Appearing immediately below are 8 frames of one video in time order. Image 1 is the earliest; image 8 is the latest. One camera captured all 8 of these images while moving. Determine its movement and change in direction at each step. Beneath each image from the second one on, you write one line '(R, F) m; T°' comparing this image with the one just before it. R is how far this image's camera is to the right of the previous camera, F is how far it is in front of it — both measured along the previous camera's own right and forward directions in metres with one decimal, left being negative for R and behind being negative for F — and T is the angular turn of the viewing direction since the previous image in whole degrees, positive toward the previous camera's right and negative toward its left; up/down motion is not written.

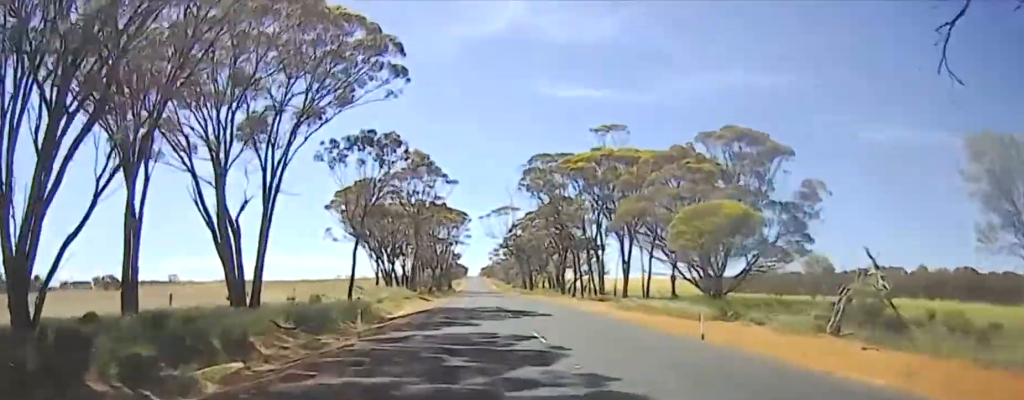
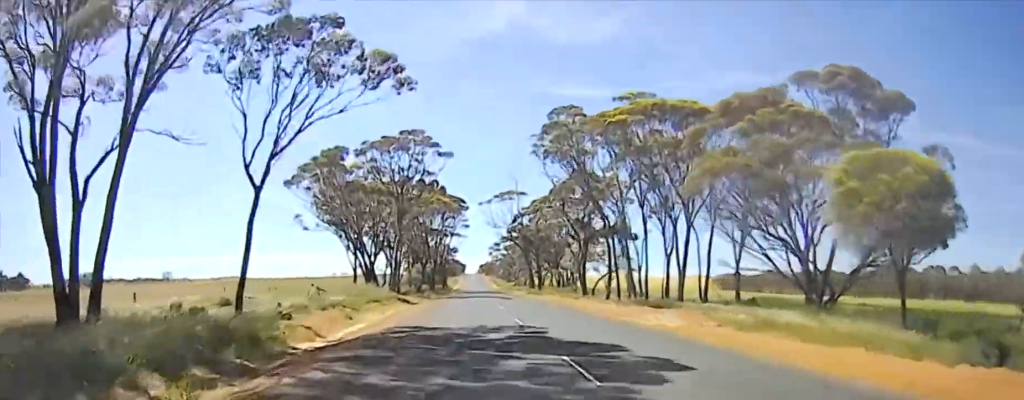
(0.0, +18.8) m; 0°
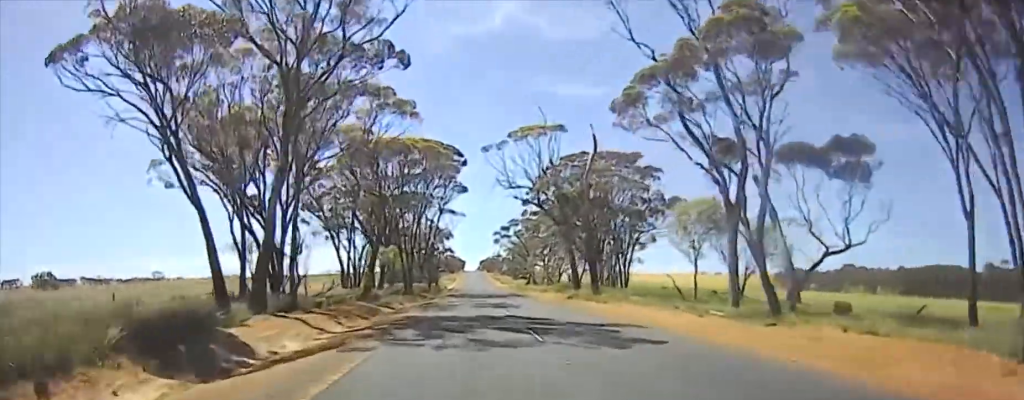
(-0.1, +45.3) m; -1°
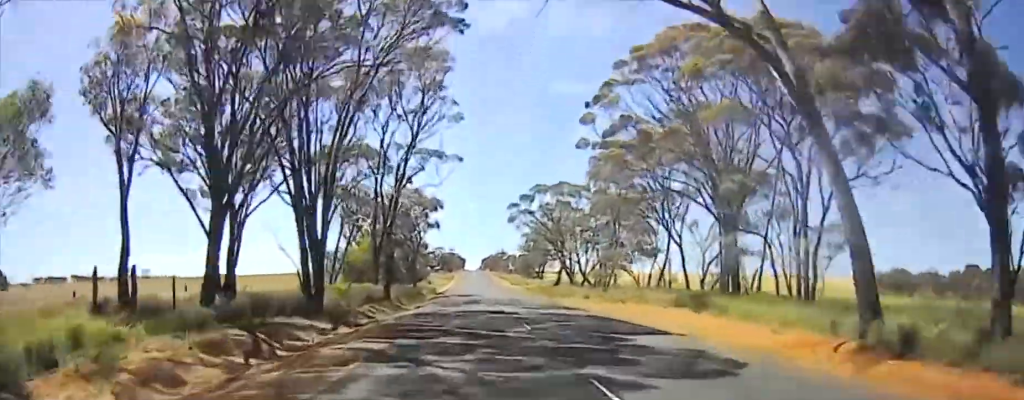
(-1.3, +51.6) m; -2°
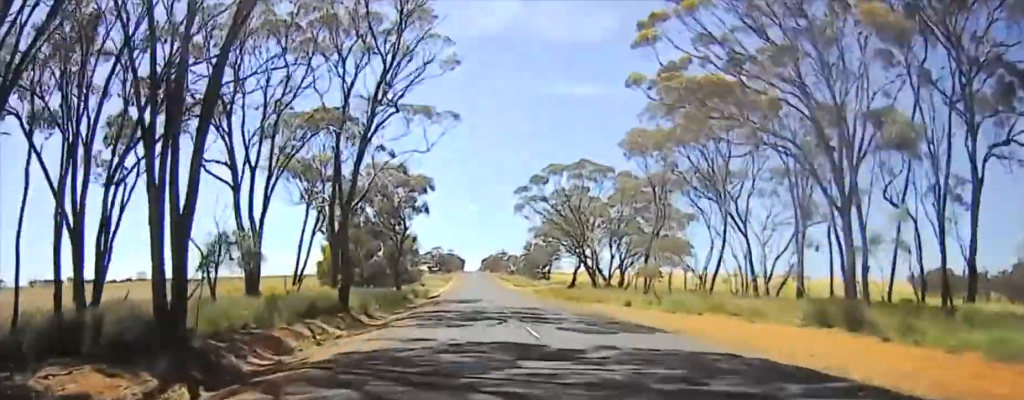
(+0.1, +16.5) m; +1°
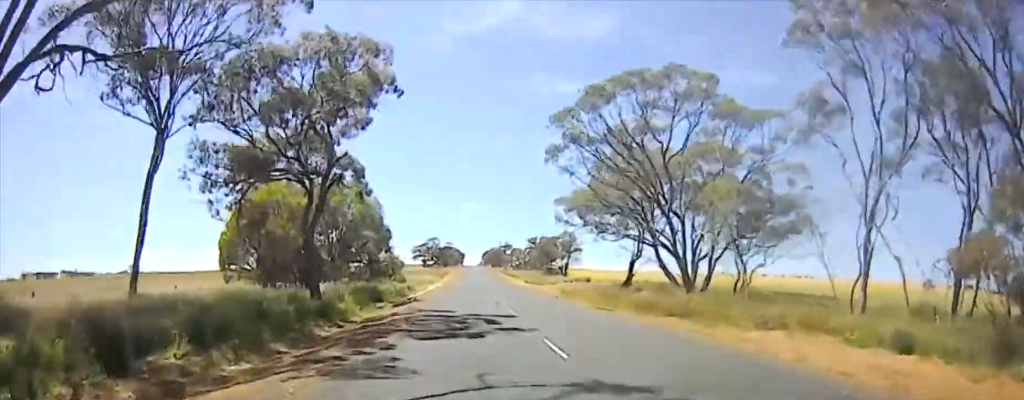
(+0.5, +30.3) m; +1°
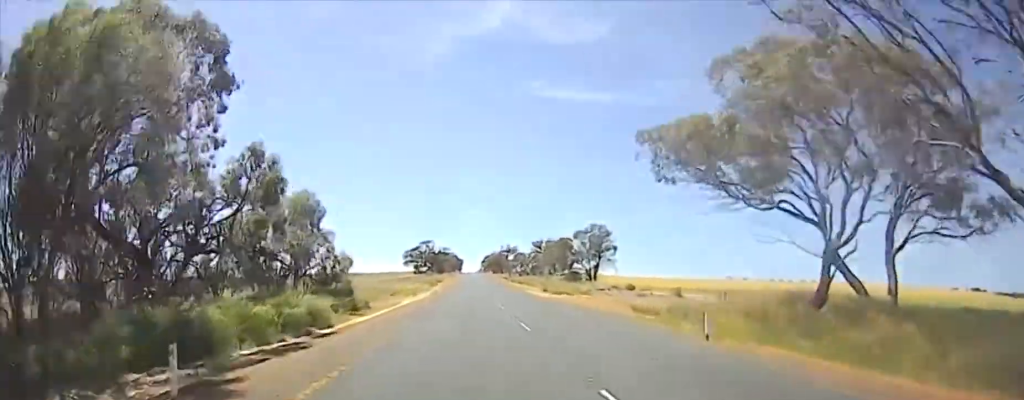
(+0.2, +29.5) m; -1°
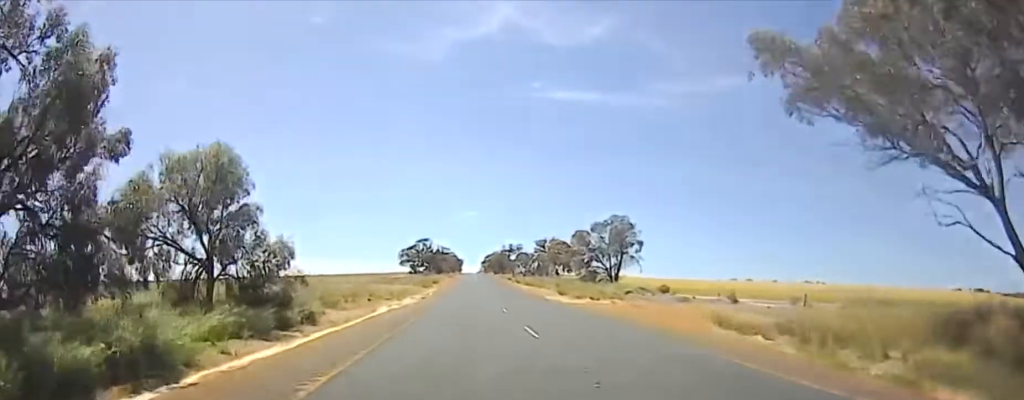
(+0.3, +14.3) m; -1°
